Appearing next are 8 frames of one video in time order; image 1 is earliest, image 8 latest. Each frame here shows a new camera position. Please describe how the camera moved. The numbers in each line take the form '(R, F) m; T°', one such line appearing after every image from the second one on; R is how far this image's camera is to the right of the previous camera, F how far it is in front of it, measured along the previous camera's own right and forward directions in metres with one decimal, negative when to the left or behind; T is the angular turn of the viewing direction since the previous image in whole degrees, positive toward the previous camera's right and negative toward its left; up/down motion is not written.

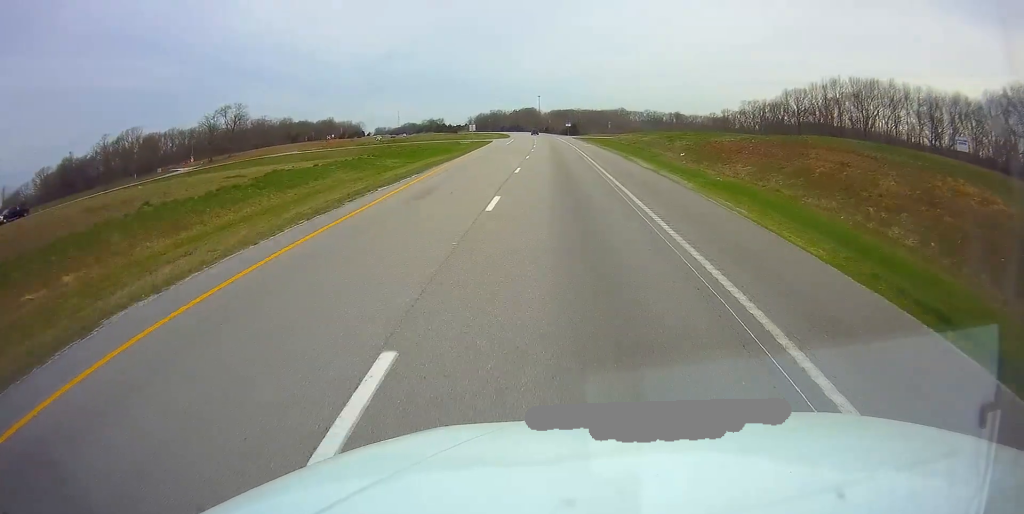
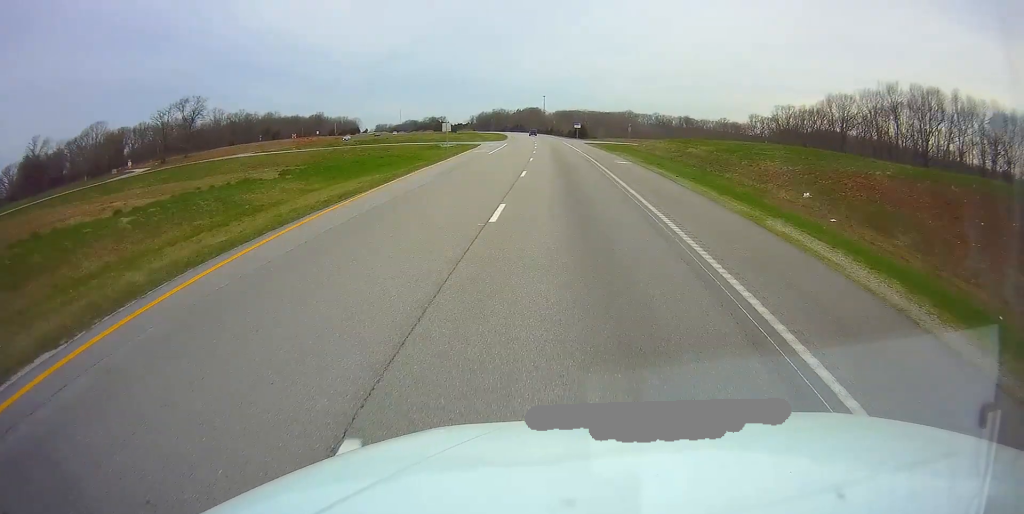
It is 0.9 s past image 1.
(0.0, +25.9) m; 0°
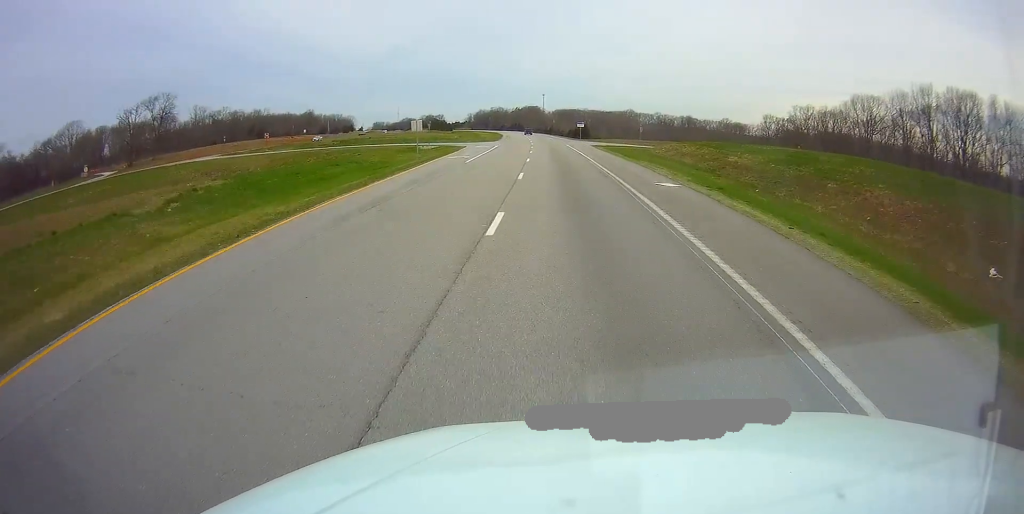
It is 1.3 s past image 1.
(-0.1, +14.0) m; 0°
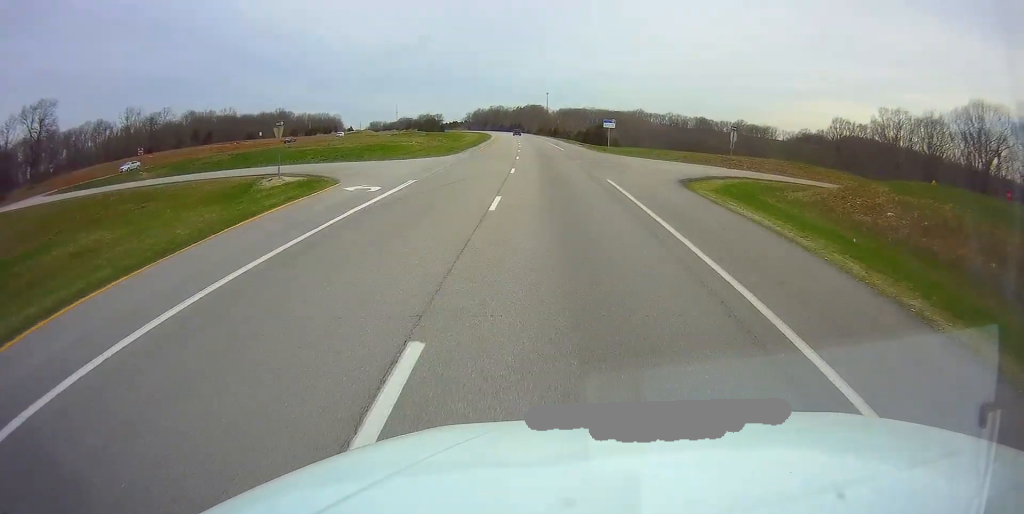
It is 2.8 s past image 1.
(-0.3, +45.3) m; -1°
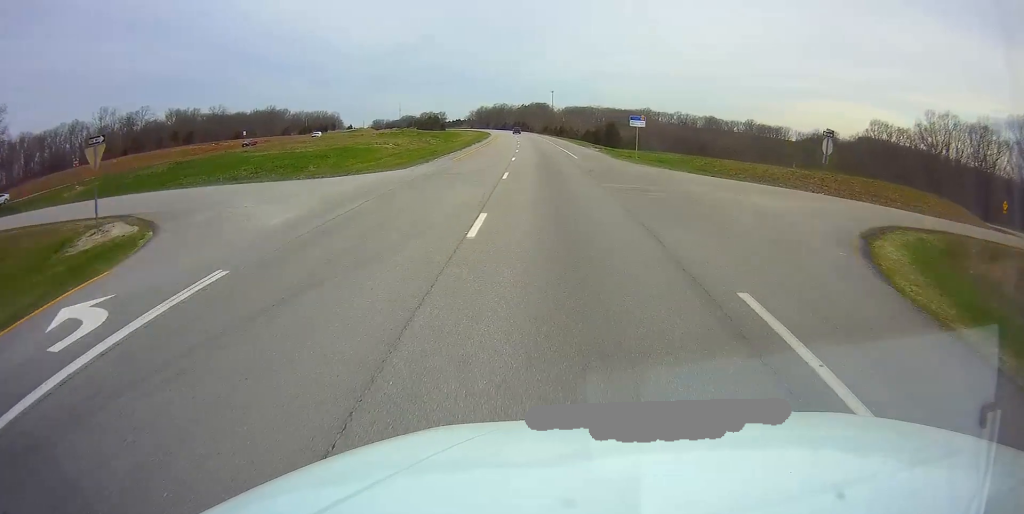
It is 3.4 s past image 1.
(-0.2, +16.2) m; 0°
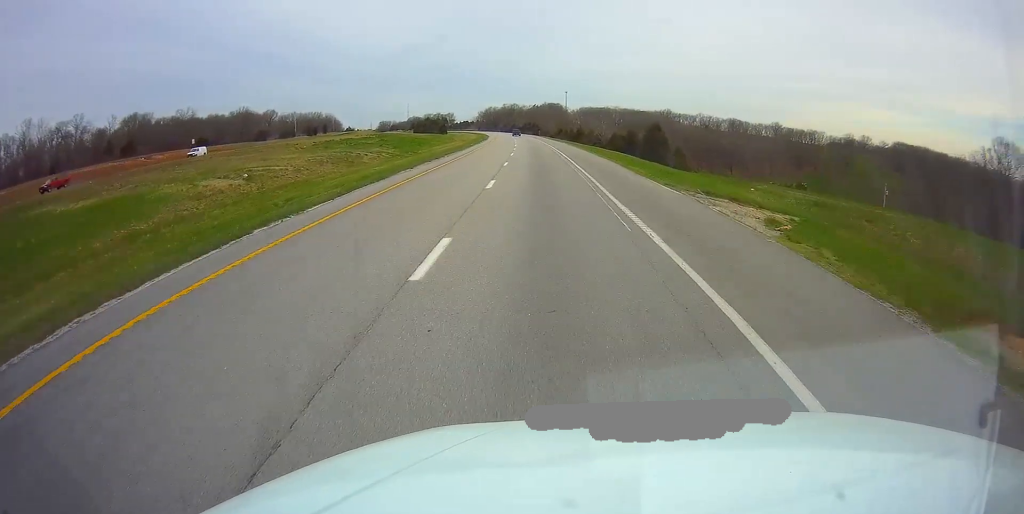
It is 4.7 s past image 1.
(-0.1, +39.6) m; -1°
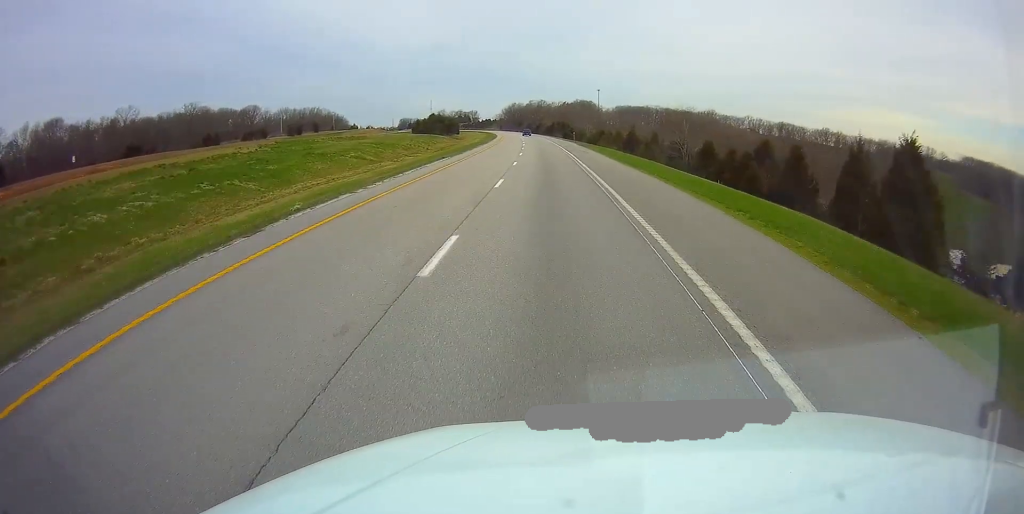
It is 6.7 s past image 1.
(-1.3, +61.1) m; -2°
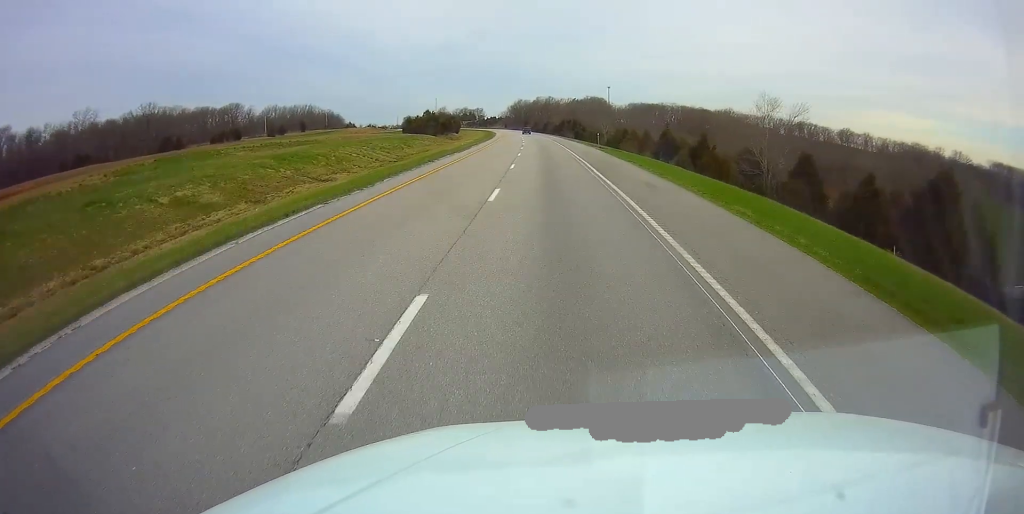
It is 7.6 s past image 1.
(-0.4, +28.6) m; -2°
